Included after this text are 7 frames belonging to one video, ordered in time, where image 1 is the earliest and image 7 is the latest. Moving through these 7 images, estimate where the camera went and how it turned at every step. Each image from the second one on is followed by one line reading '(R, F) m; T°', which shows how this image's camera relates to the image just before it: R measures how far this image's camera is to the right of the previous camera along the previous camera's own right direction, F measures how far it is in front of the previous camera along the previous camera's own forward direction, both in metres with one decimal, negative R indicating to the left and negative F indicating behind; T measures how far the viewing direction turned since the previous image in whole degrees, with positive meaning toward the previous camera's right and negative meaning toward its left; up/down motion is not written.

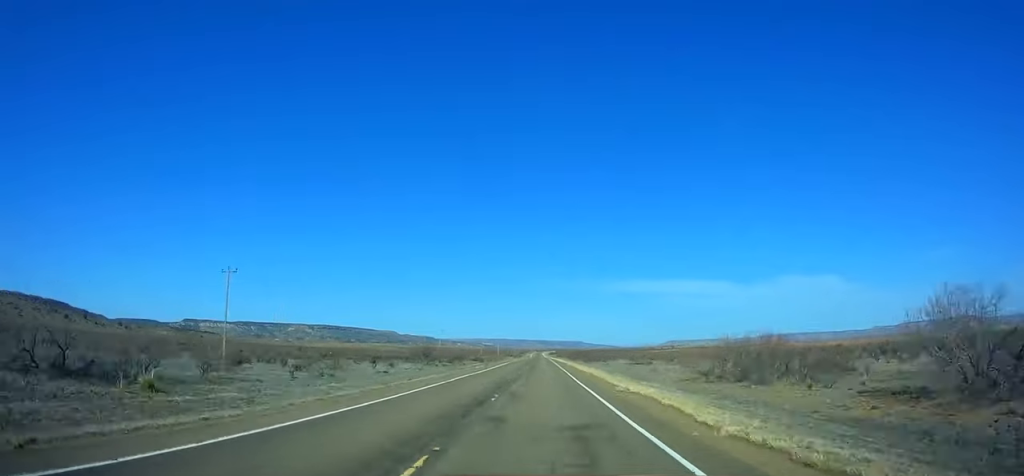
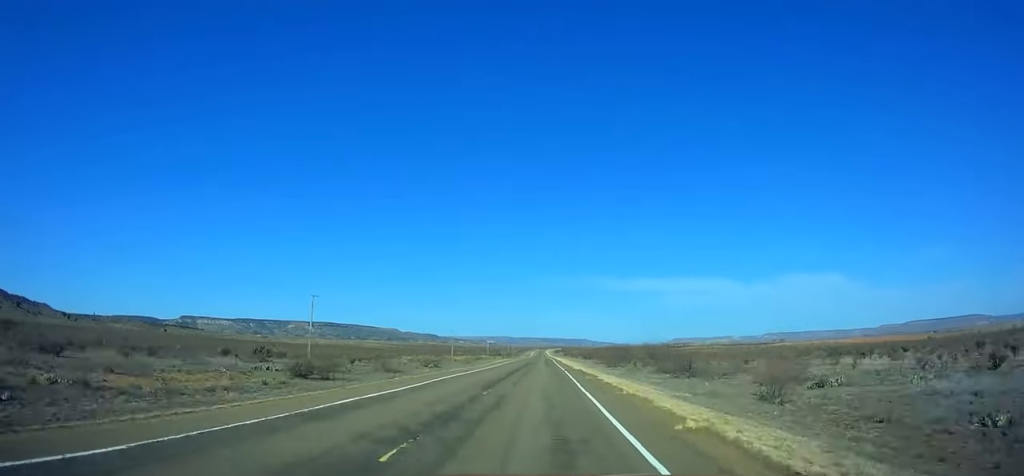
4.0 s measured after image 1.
(-1.0, +109.7) m; -1°
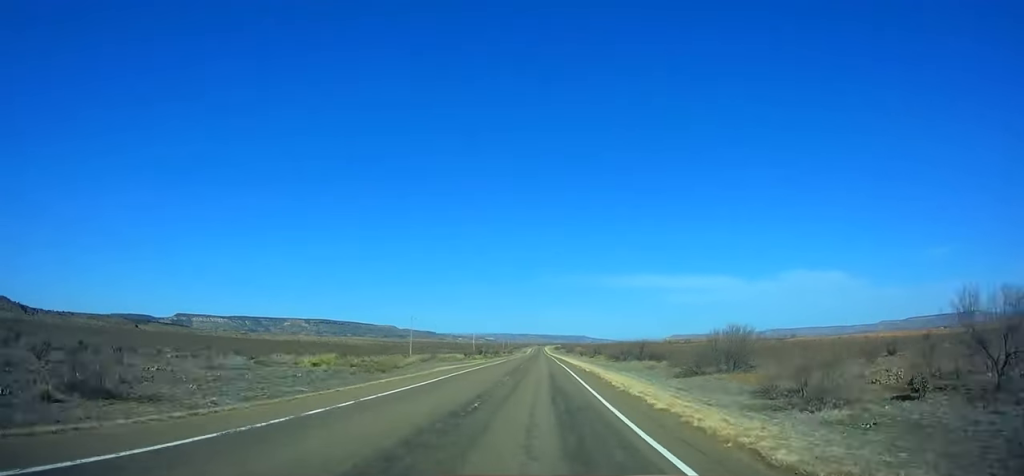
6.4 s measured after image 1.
(-0.2, +65.9) m; 0°
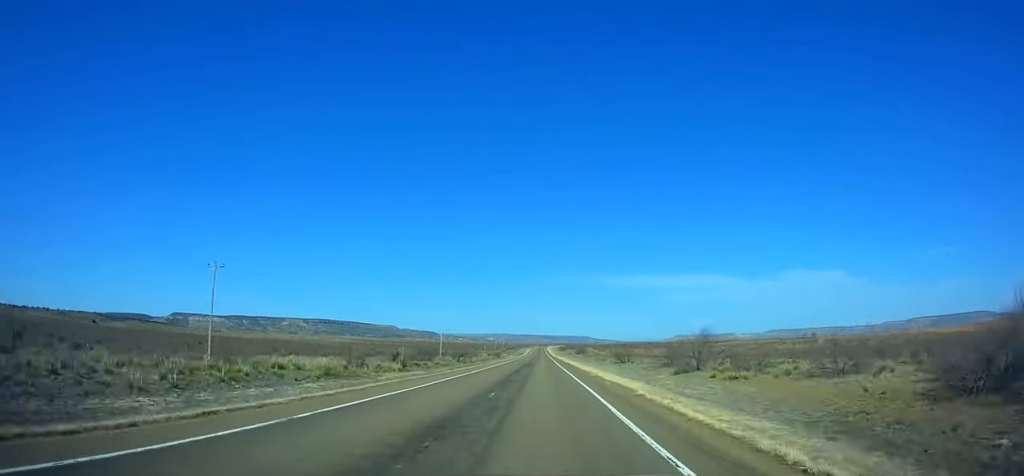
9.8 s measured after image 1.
(+0.6, +93.5) m; 0°
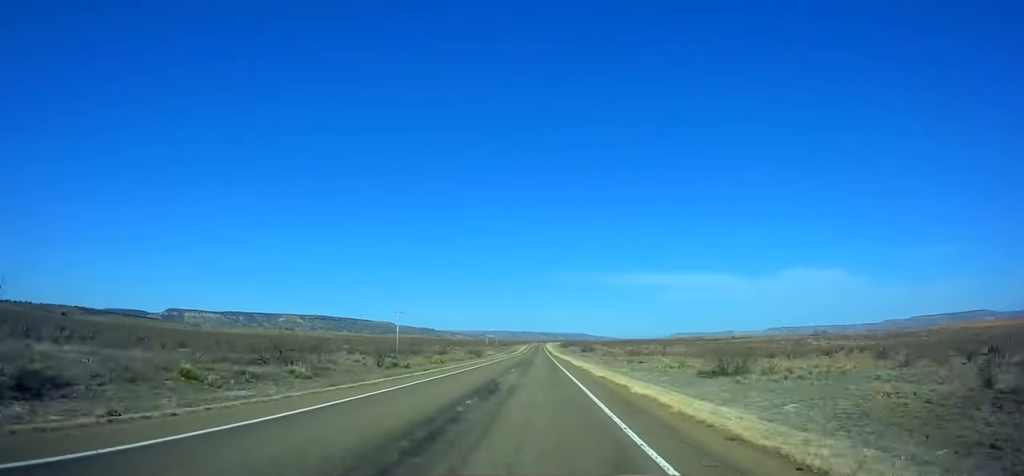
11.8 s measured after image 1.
(+0.1, +55.0) m; 0°
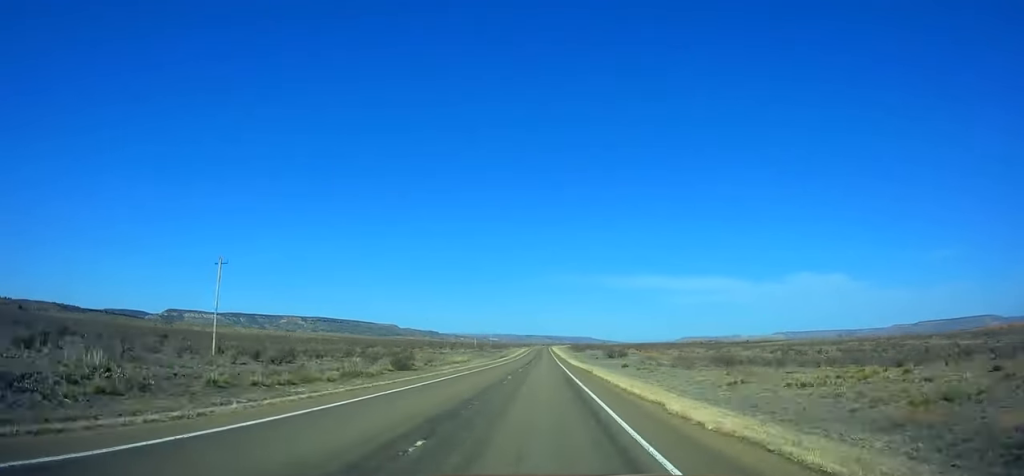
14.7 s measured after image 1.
(-0.5, +79.6) m; 0°
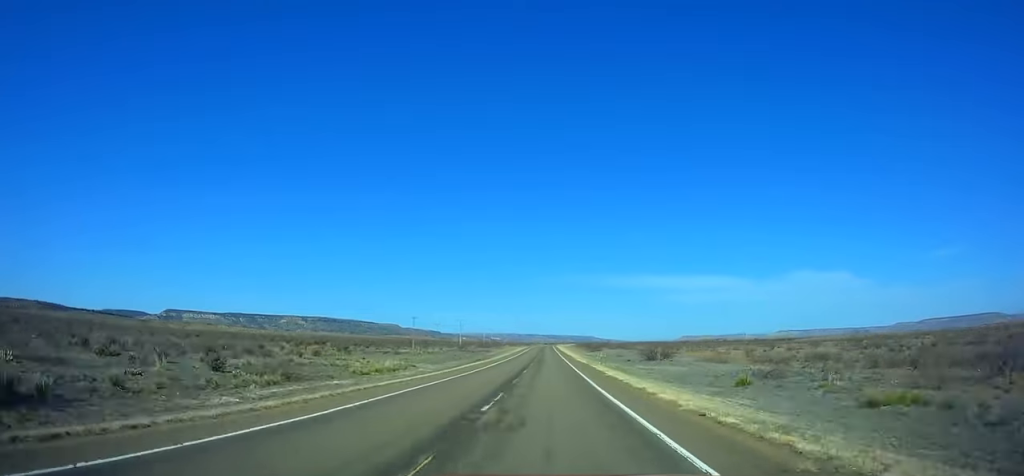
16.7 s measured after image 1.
(+0.1, +54.7) m; 0°
